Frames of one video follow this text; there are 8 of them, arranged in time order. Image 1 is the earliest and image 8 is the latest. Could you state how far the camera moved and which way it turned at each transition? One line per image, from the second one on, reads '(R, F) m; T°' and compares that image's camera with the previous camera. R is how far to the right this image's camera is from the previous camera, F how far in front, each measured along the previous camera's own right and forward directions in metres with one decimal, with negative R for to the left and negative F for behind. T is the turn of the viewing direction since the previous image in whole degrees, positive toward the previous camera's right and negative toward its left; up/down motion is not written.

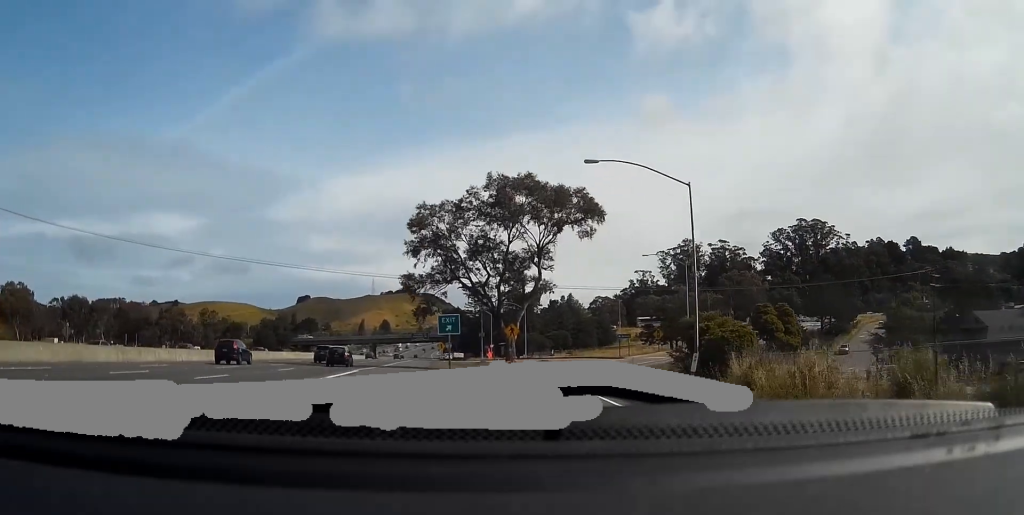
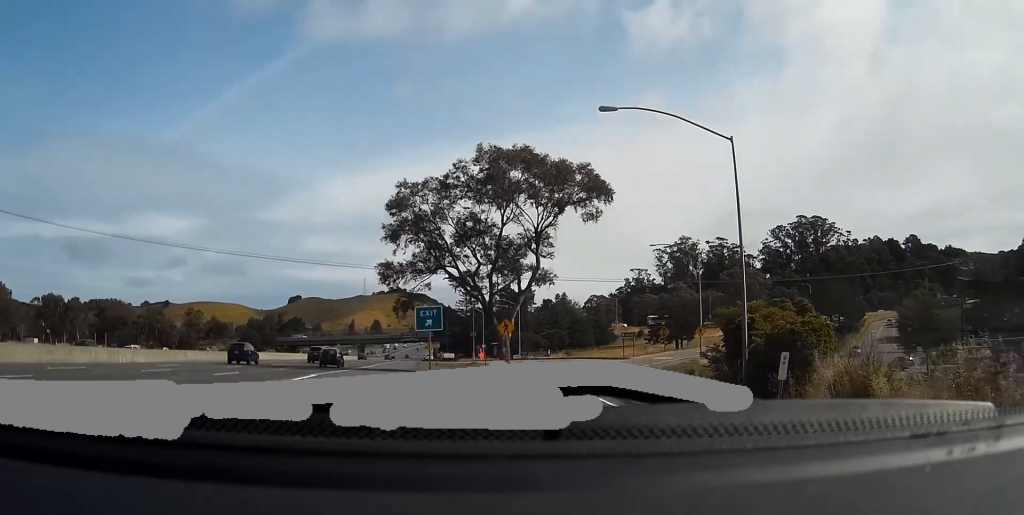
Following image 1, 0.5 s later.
(0.0, +9.4) m; +1°
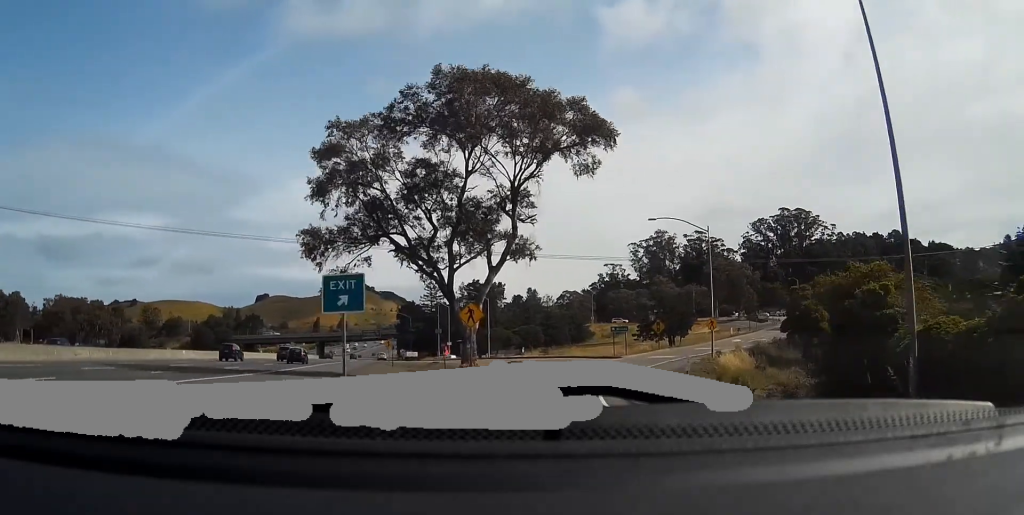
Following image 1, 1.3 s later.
(+0.2, +15.5) m; +2°
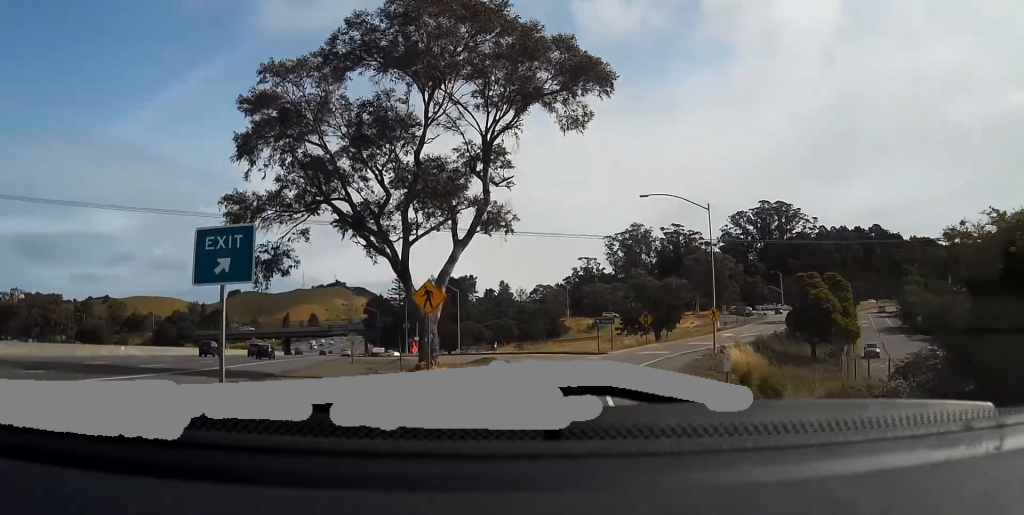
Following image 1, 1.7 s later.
(0.0, +8.8) m; +1°
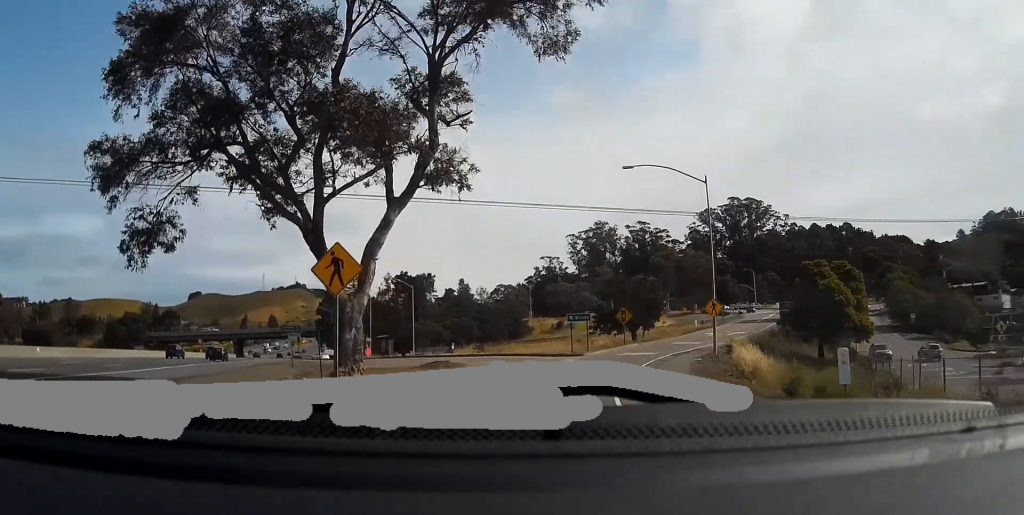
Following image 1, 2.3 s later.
(+0.3, +9.8) m; +3°
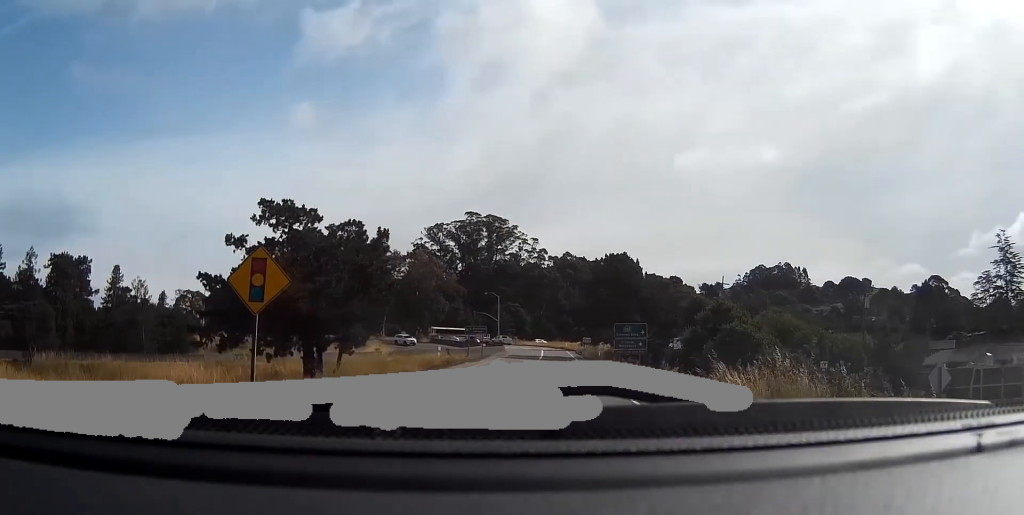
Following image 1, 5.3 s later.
(+13.3, +50.7) m; +26°
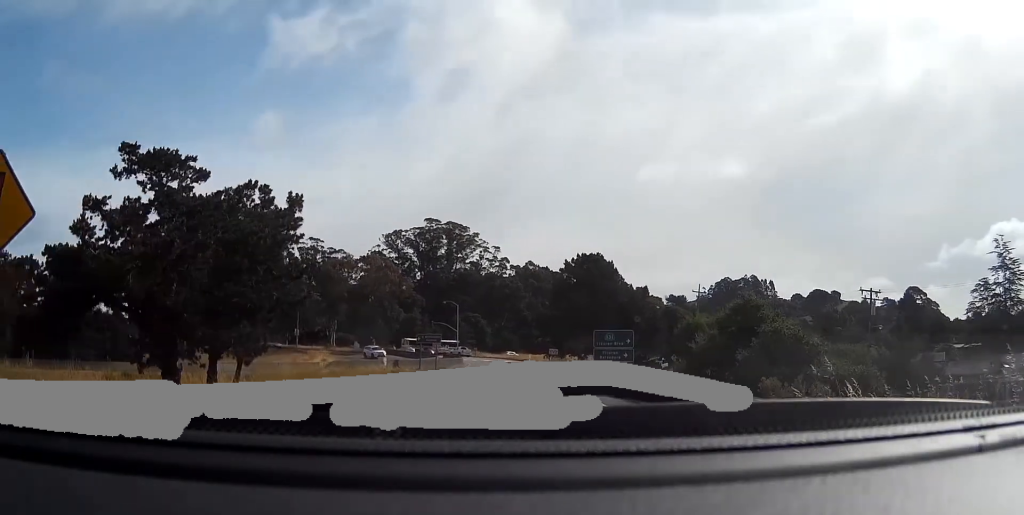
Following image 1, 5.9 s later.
(0.0, +10.2) m; 0°
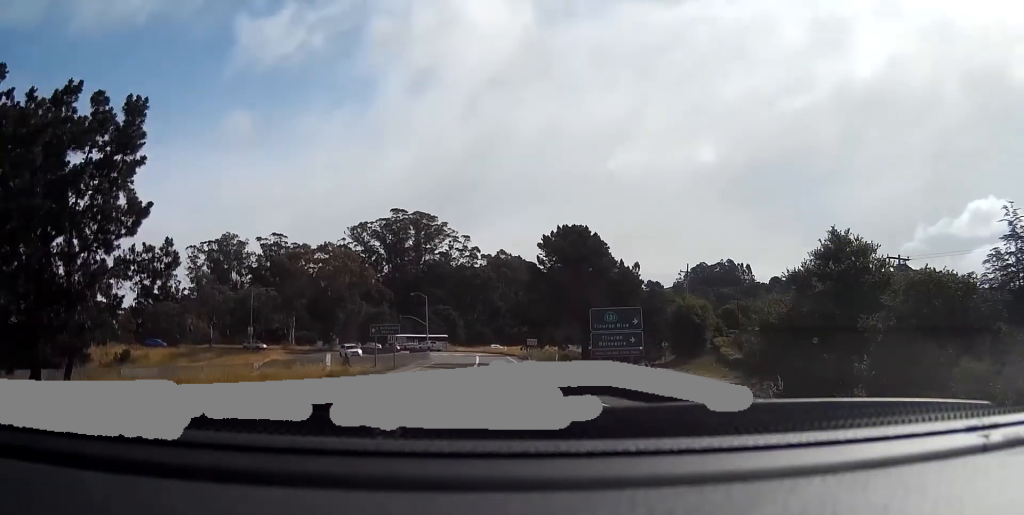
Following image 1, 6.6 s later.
(0.0, +11.1) m; 0°
